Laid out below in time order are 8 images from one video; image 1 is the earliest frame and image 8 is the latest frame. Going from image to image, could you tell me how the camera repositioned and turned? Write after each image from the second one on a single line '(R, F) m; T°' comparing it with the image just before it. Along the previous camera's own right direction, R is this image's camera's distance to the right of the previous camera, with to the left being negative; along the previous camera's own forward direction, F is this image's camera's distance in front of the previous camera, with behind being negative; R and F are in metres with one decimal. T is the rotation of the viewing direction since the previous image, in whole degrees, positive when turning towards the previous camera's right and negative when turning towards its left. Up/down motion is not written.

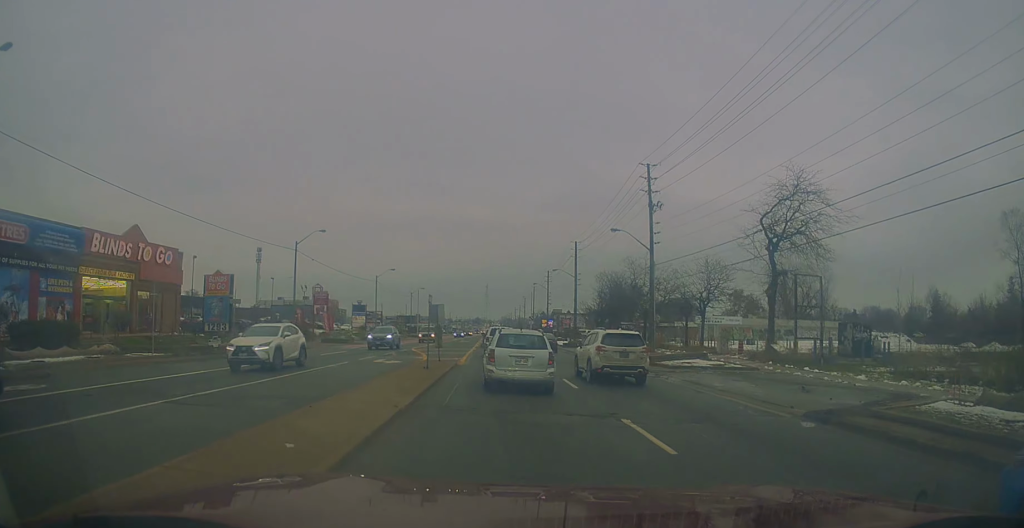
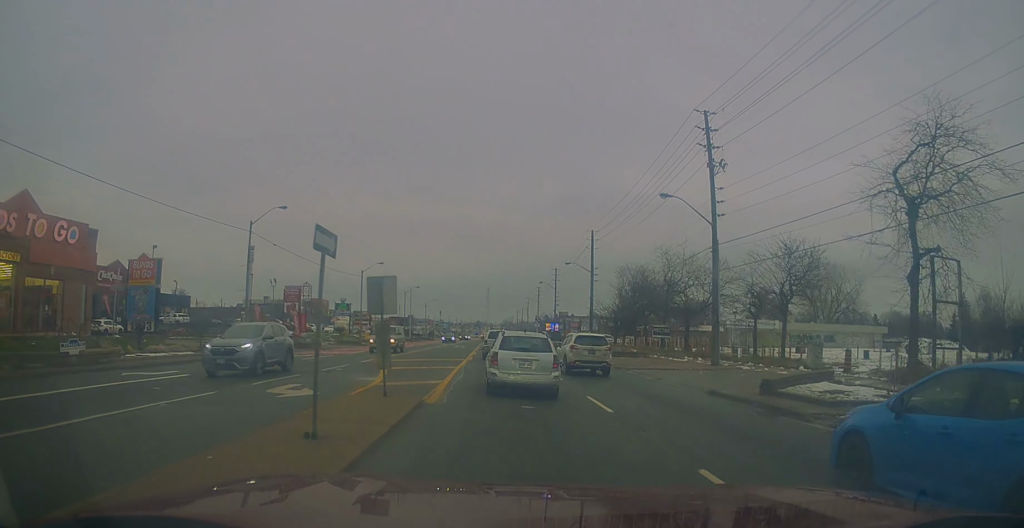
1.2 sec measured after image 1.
(-0.1, +12.8) m; -1°
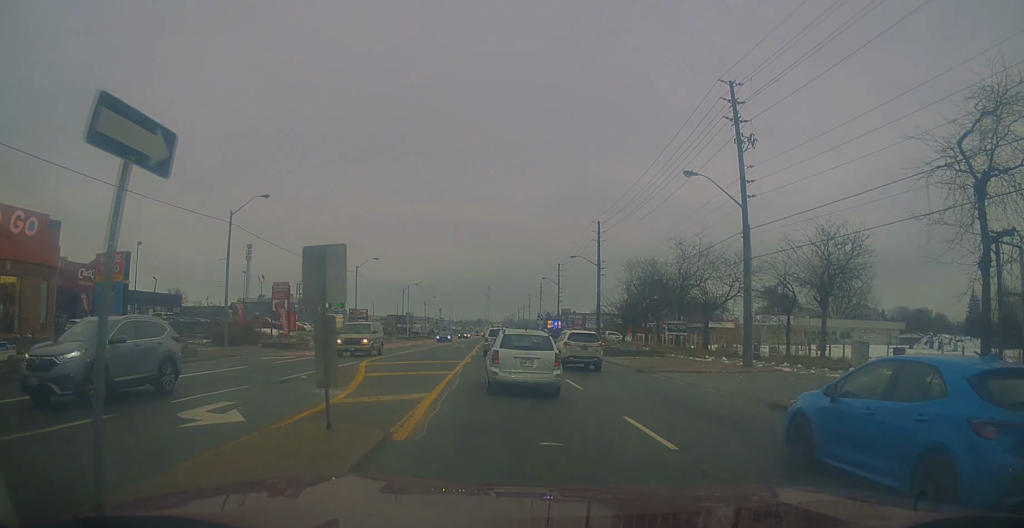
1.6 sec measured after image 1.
(+0.2, +4.2) m; 0°
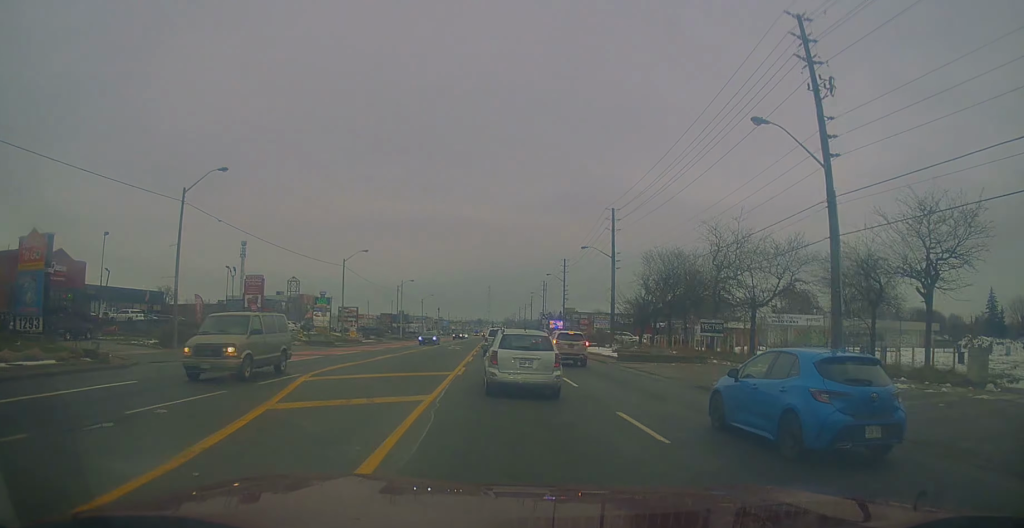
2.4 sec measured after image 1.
(-0.4, +8.0) m; -1°
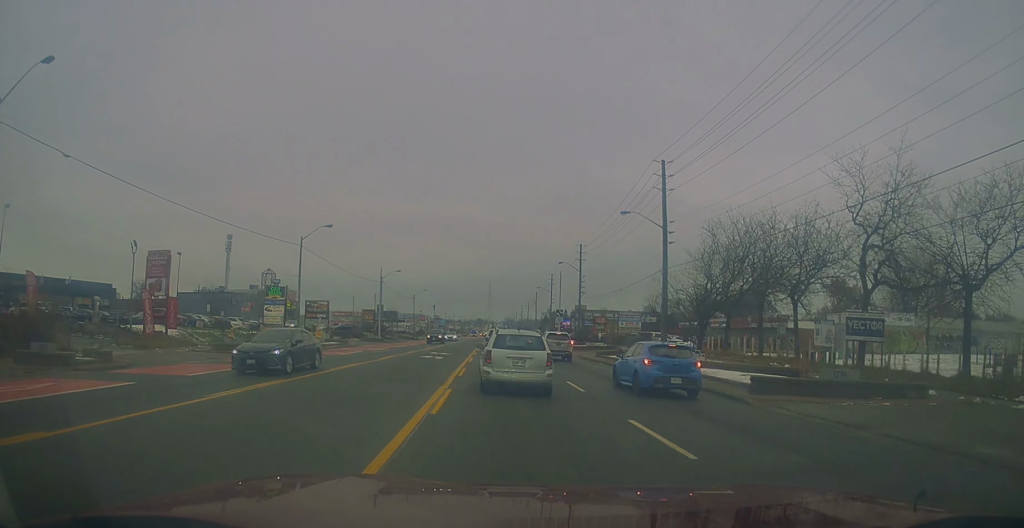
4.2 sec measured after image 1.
(-0.1, +18.9) m; 0°
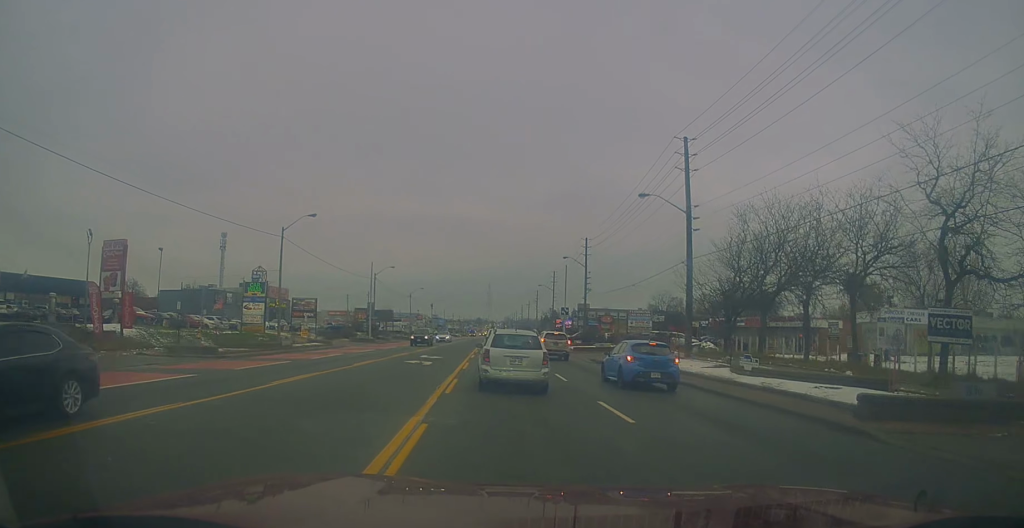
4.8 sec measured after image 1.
(-0.1, +5.7) m; +1°
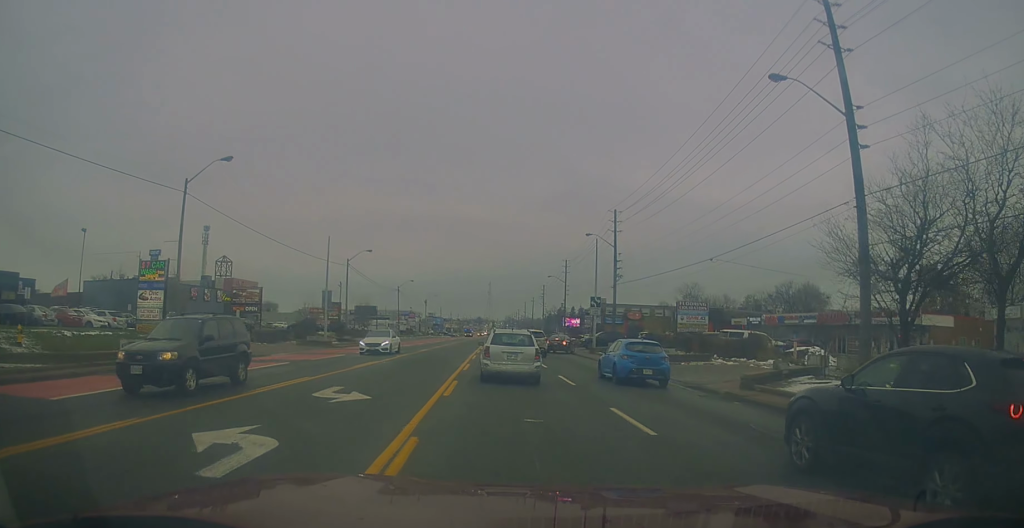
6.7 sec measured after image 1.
(+0.3, +19.4) m; +1°
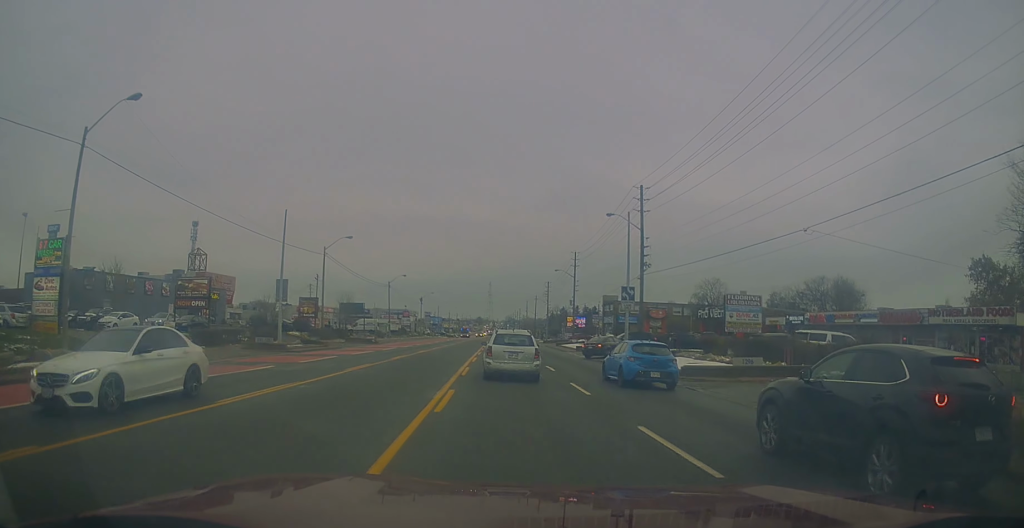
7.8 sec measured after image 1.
(+0.3, +11.3) m; +1°
